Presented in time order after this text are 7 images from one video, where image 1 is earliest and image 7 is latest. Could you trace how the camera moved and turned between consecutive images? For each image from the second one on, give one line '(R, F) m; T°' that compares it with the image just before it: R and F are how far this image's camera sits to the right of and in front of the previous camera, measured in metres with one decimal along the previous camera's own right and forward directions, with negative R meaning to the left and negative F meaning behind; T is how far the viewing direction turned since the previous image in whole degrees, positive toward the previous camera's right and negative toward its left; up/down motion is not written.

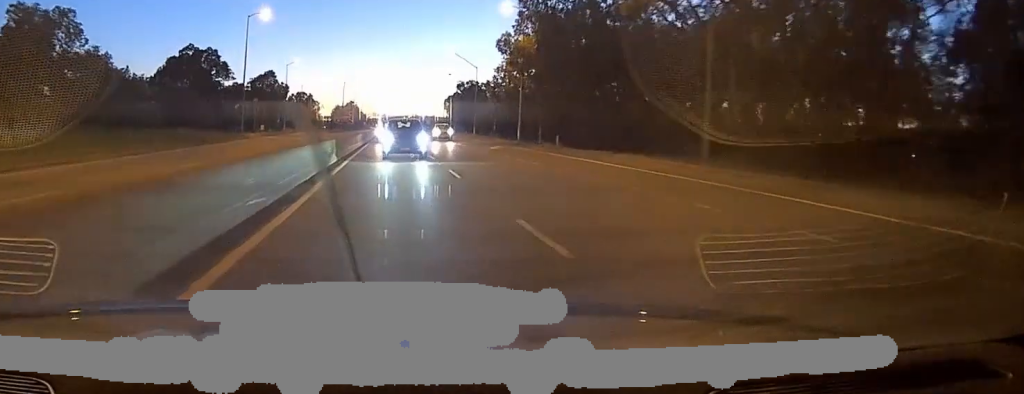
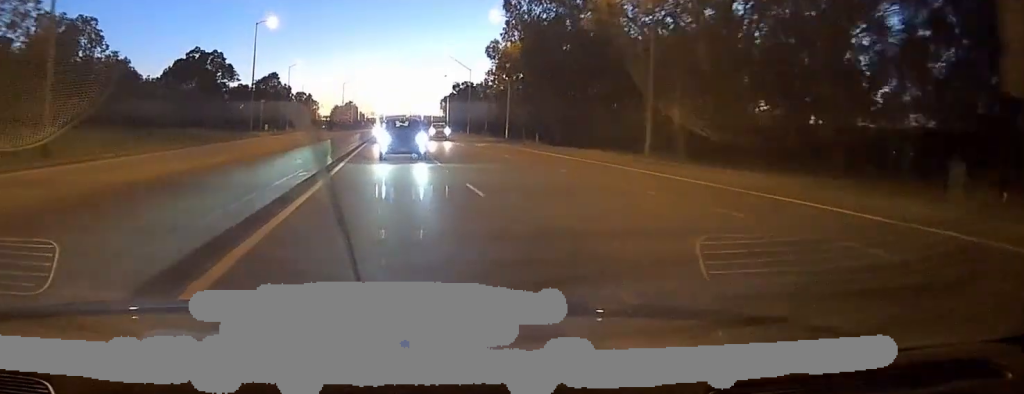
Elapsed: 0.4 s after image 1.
(0.0, +6.6) m; 0°
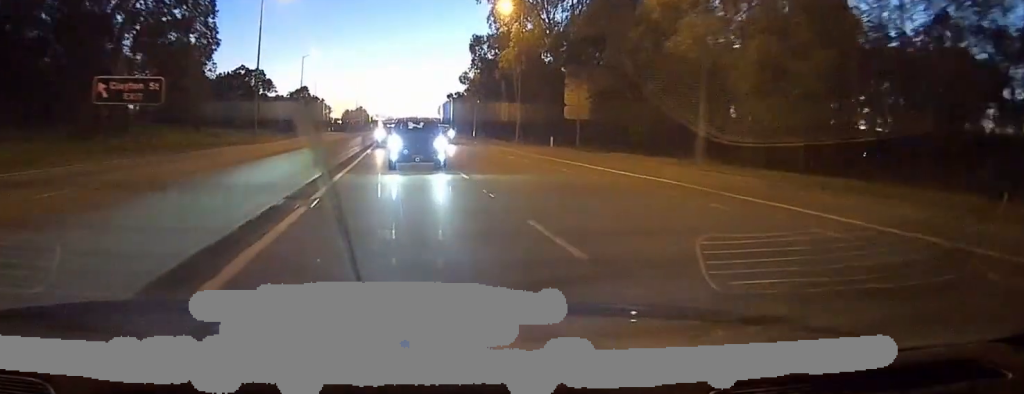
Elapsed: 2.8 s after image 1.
(-0.7, +40.0) m; -2°
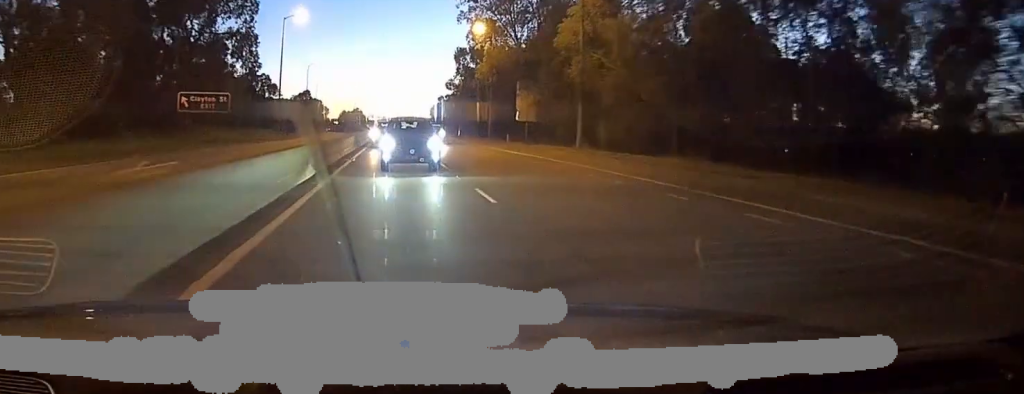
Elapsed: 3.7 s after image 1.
(0.0, +17.1) m; +1°
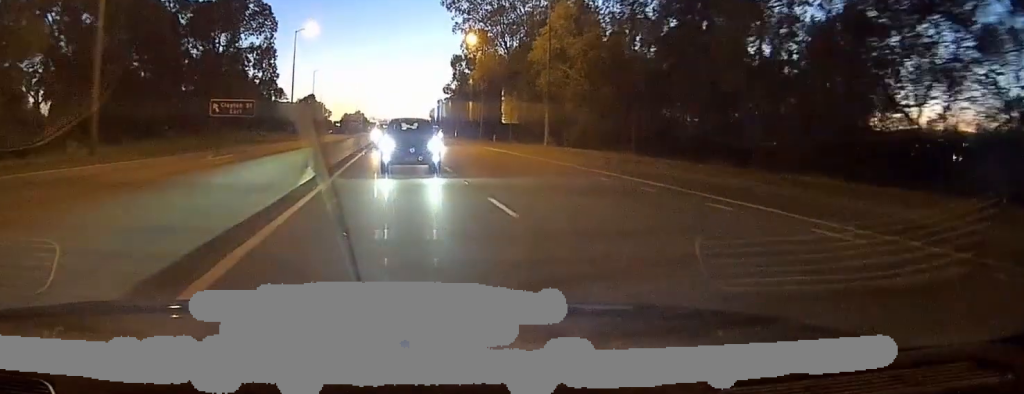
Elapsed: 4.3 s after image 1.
(+0.3, +9.7) m; 0°
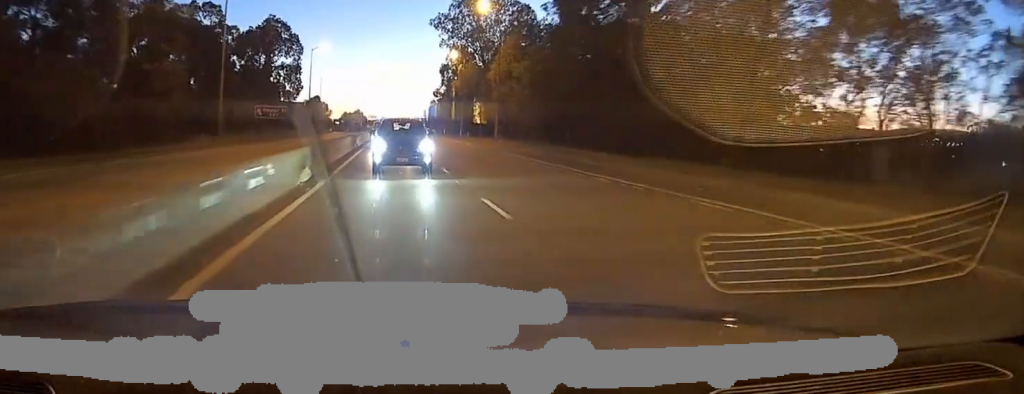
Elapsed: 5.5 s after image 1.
(-0.4, +23.4) m; 0°
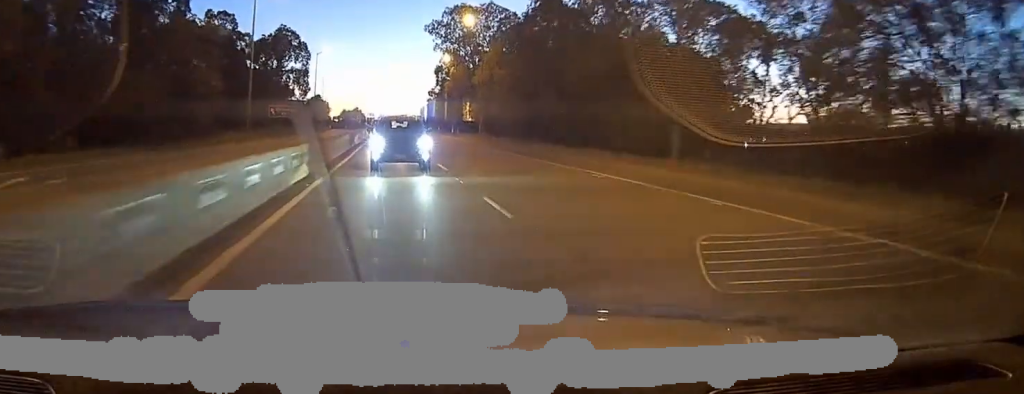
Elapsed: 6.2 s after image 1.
(+0.4, +11.8) m; +1°
